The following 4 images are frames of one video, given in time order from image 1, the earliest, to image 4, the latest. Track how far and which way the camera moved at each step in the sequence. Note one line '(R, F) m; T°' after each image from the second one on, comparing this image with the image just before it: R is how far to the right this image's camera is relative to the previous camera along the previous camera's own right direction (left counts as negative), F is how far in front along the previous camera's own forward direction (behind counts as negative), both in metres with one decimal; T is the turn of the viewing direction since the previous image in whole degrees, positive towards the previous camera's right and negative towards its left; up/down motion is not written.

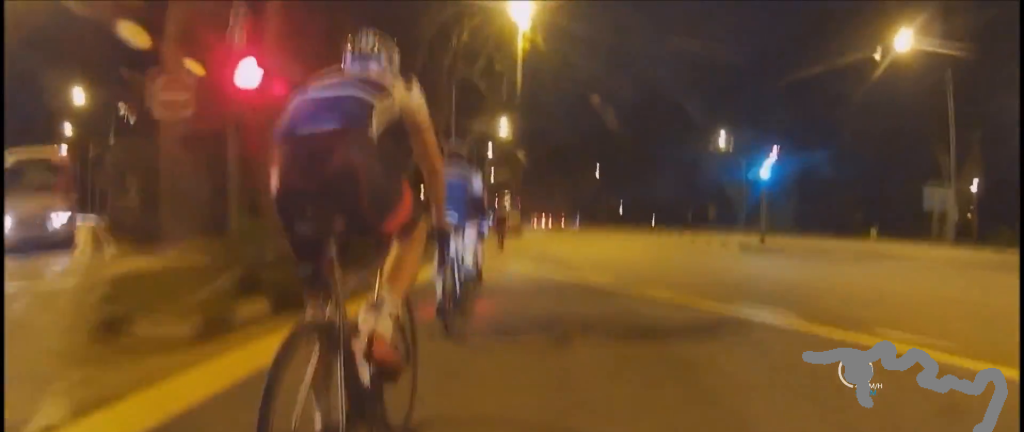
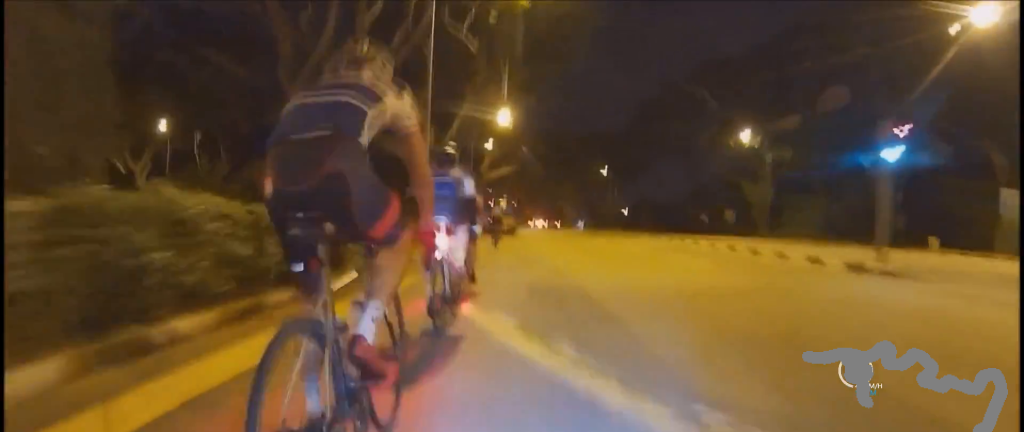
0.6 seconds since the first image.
(-0.1, +7.2) m; +2°
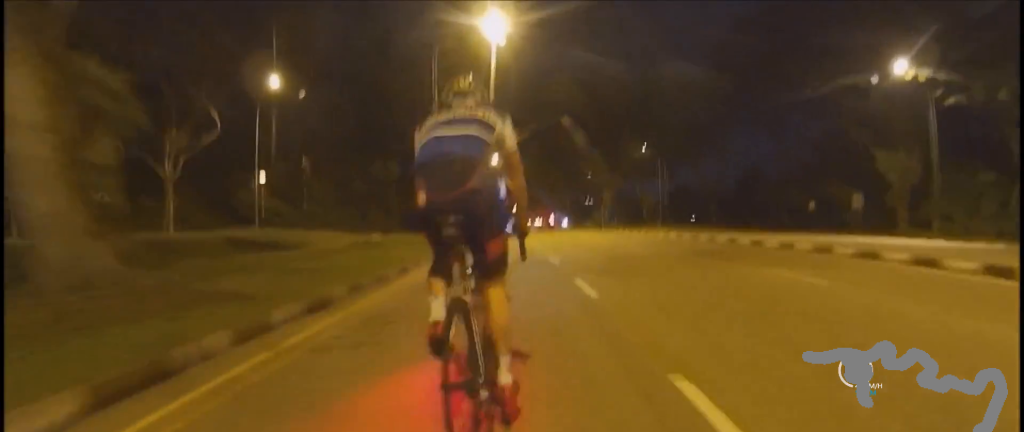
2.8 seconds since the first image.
(+2.6, +29.1) m; +2°
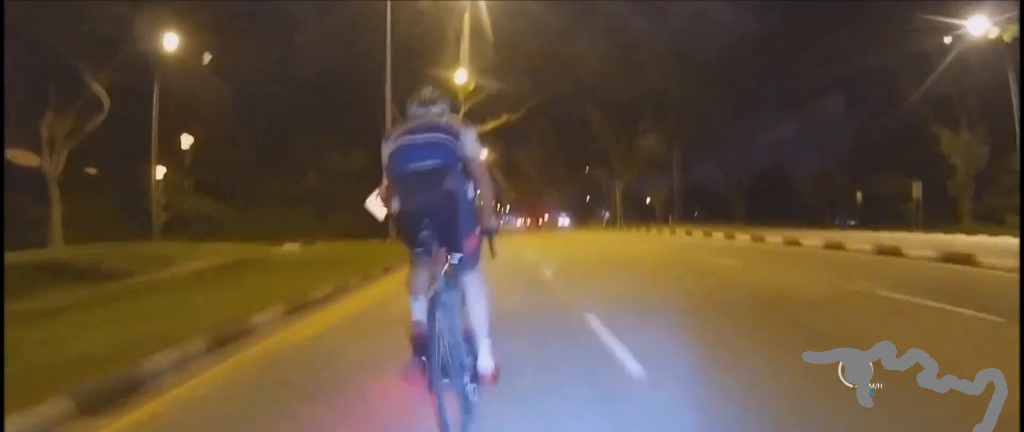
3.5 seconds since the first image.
(0.0, +9.0) m; -4°
